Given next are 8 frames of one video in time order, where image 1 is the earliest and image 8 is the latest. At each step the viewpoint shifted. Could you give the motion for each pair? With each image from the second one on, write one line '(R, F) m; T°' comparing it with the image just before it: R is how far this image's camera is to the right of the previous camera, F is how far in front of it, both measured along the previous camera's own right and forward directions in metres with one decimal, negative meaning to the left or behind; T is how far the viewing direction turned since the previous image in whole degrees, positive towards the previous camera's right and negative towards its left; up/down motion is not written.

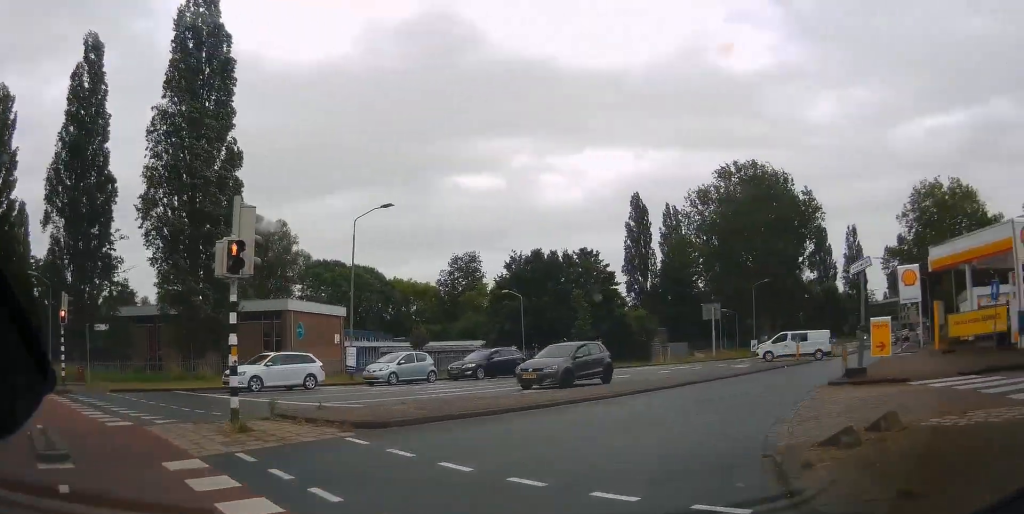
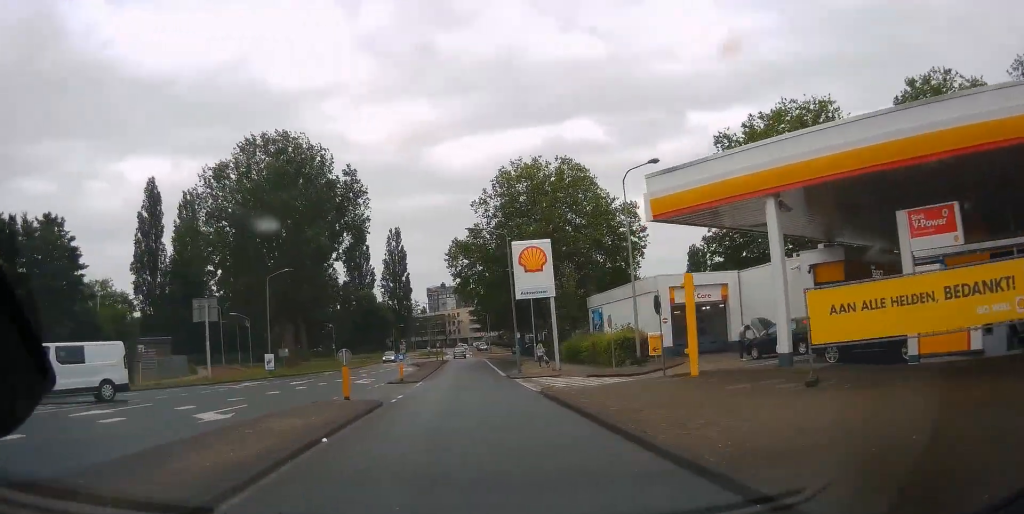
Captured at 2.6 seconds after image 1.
(+6.5, +18.8) m; +39°
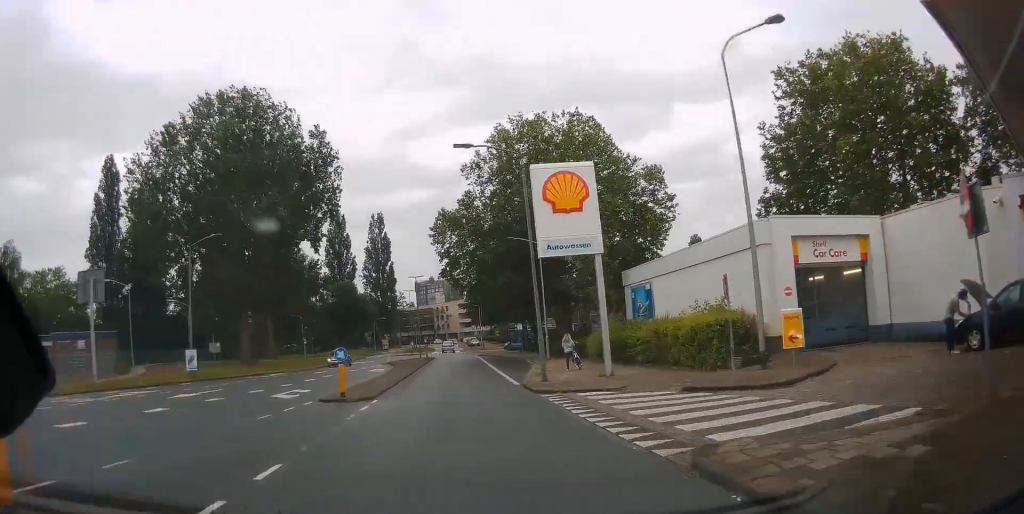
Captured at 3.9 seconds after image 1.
(+2.1, +10.9) m; +10°
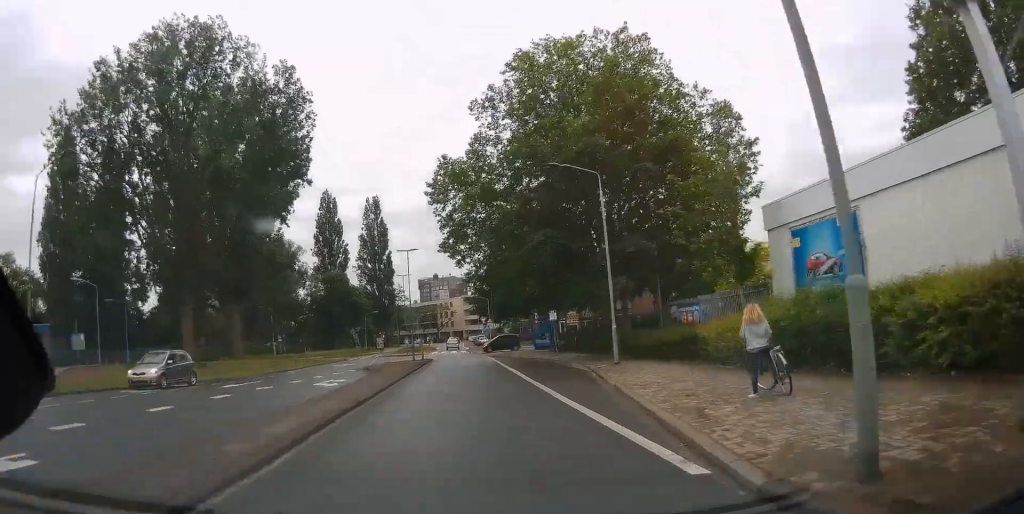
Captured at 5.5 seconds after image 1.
(+1.3, +14.0) m; +5°
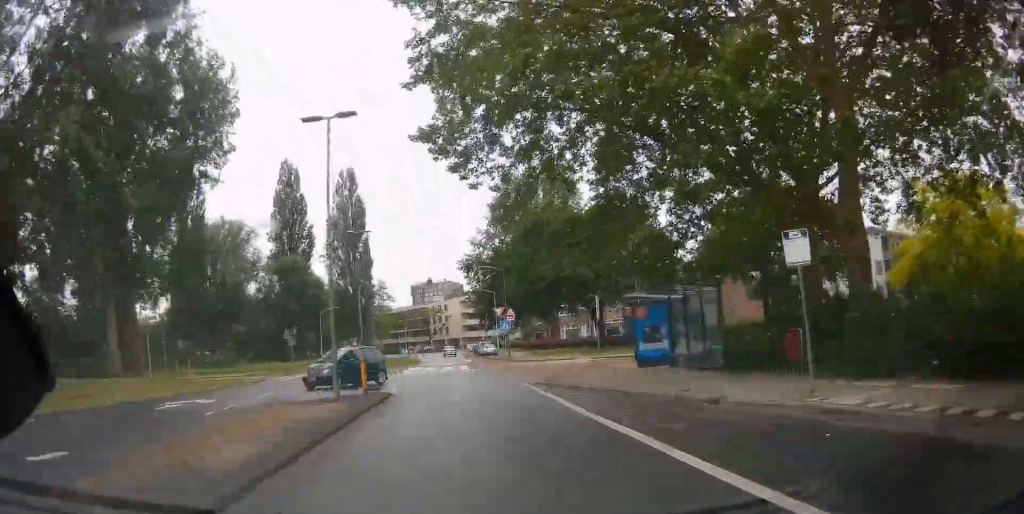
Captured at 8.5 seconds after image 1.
(+0.3, +27.3) m; 0°
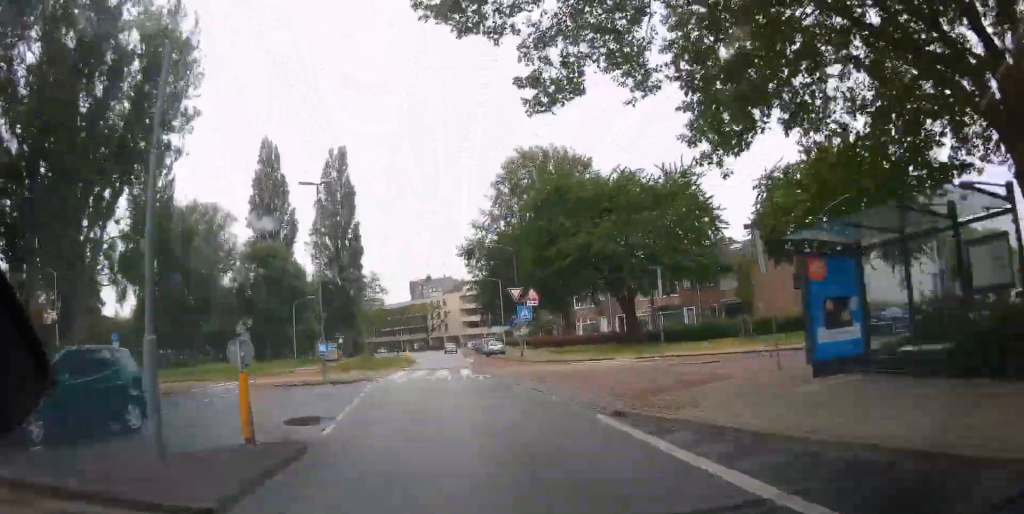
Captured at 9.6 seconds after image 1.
(-0.1, +11.0) m; -1°
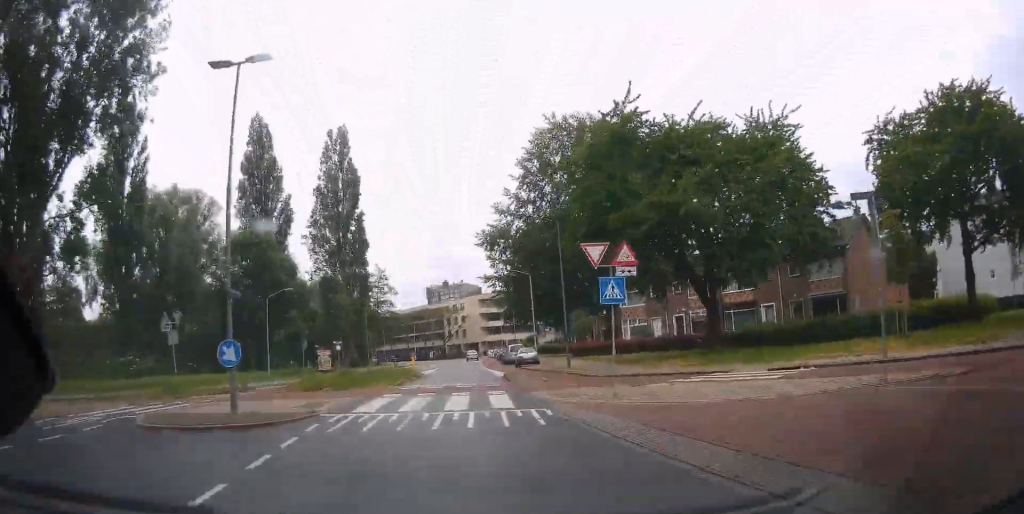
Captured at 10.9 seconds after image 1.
(-0.4, +12.5) m; -2°
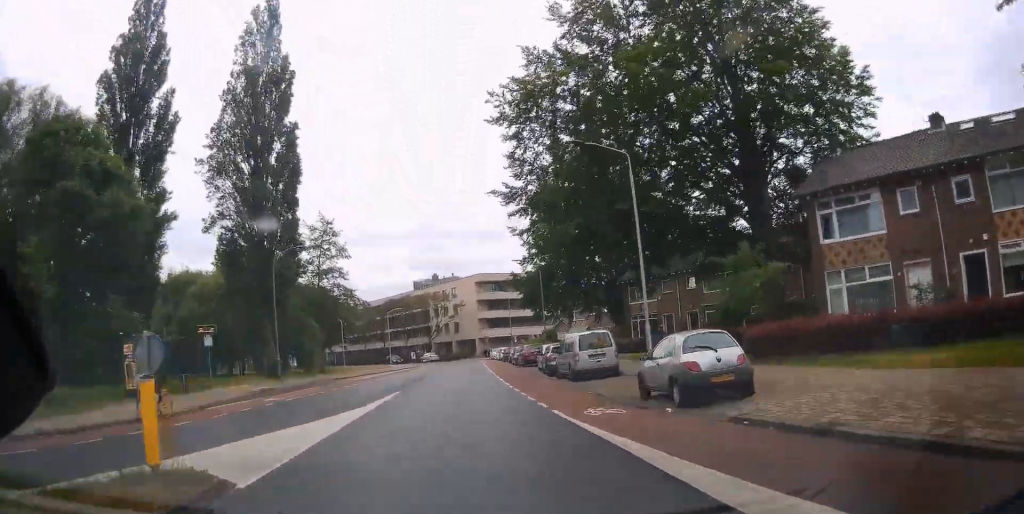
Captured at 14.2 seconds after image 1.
(-0.8, +35.4) m; -1°
